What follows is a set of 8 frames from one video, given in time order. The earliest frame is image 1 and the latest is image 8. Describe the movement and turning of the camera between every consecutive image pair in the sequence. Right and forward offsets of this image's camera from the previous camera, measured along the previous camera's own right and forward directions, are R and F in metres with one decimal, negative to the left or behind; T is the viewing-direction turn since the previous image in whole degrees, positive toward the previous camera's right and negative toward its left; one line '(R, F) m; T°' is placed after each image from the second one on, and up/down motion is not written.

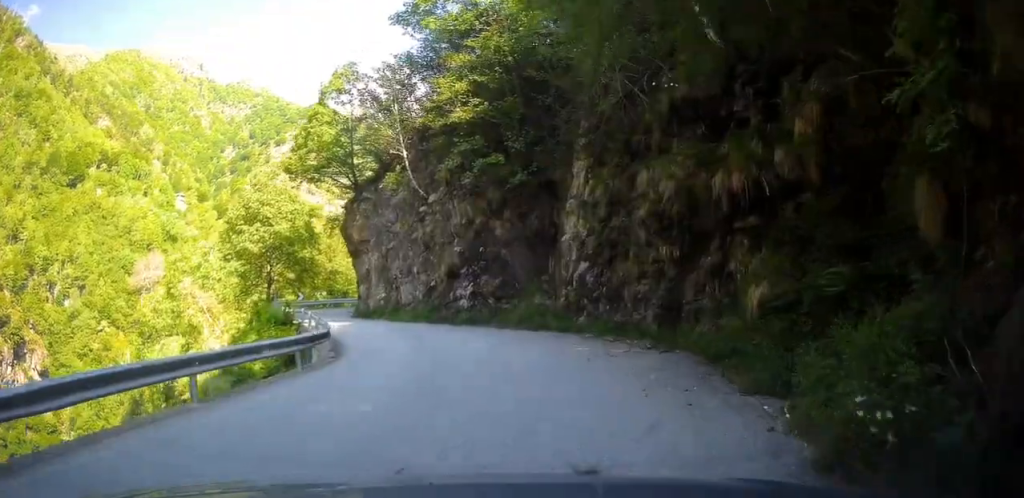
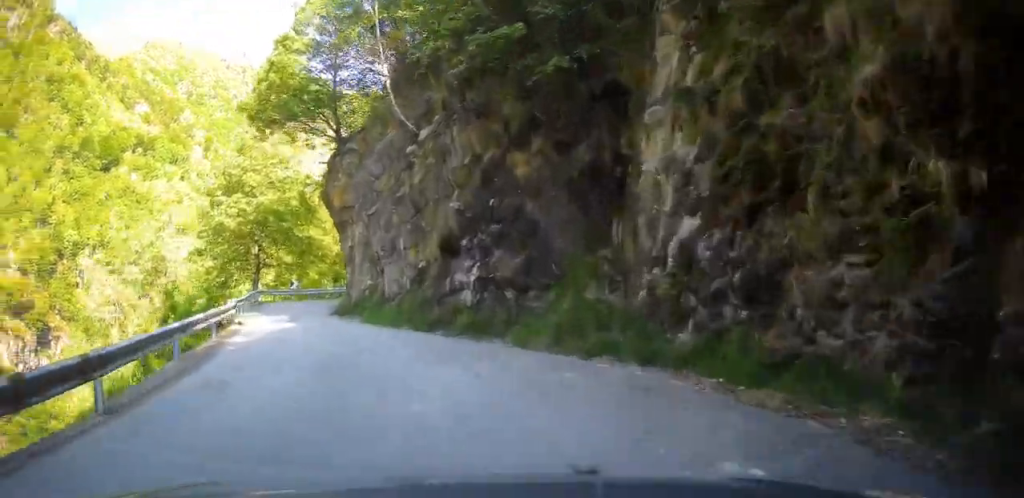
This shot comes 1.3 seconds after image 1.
(+2.1, +7.9) m; +4°
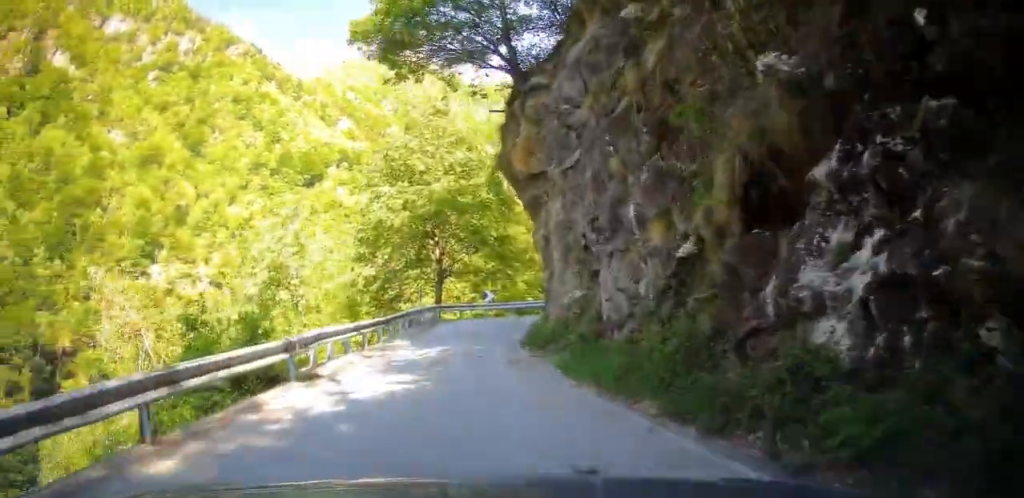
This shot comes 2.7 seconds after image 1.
(-1.6, +7.8) m; -9°
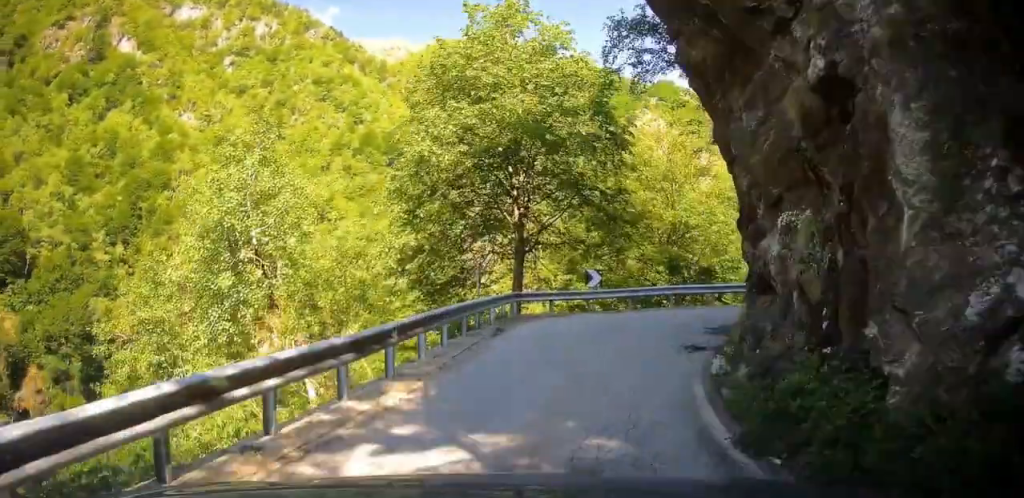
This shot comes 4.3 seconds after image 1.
(-0.8, +9.6) m; +1°
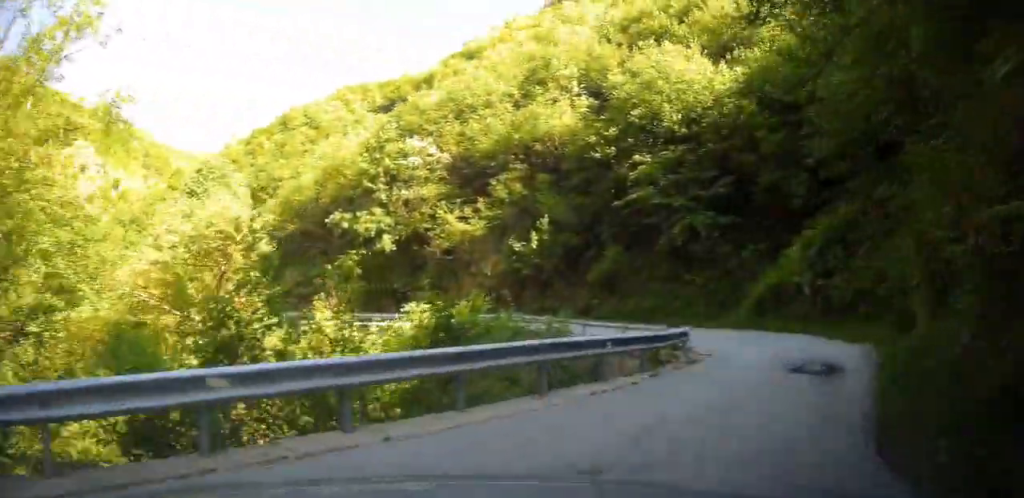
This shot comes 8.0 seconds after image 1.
(+5.7, +18.5) m; +52°
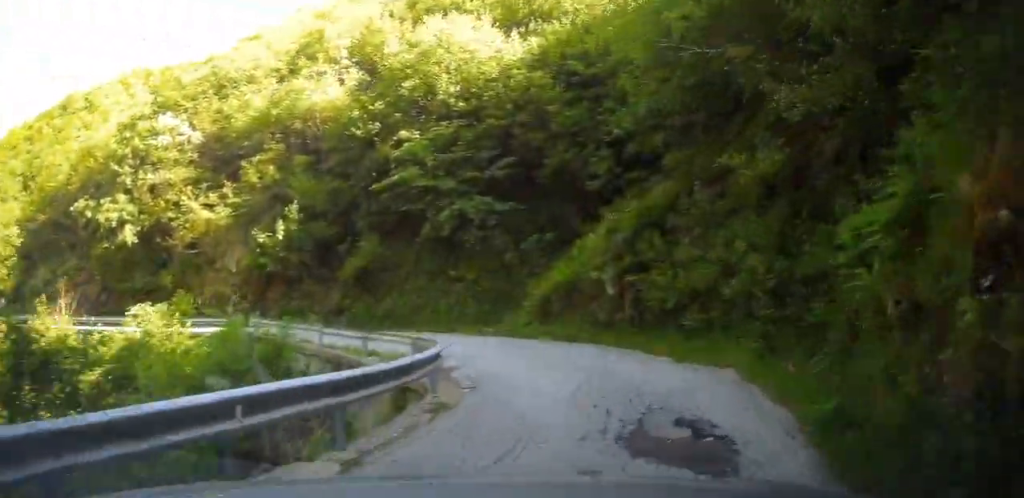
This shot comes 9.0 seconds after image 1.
(-0.3, +5.6) m; +26°
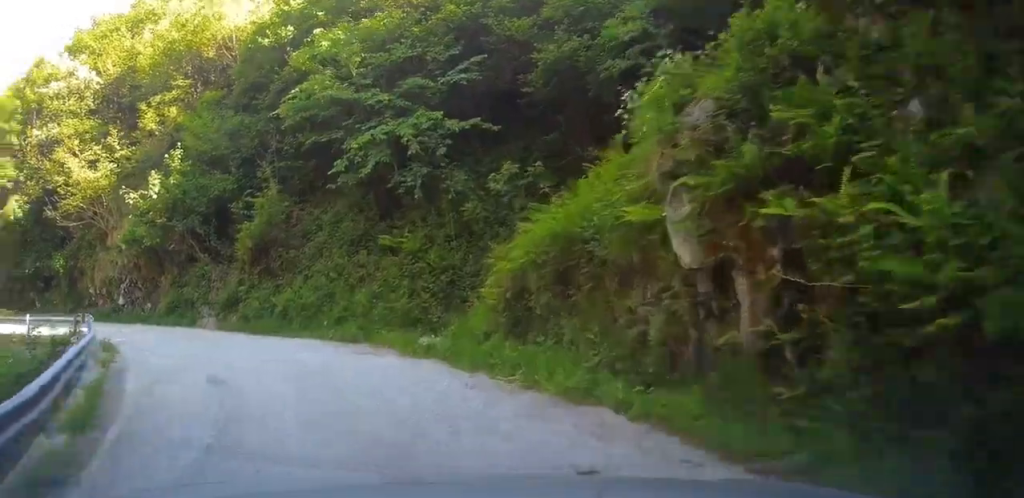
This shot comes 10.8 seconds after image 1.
(+5.1, +8.1) m; -16°
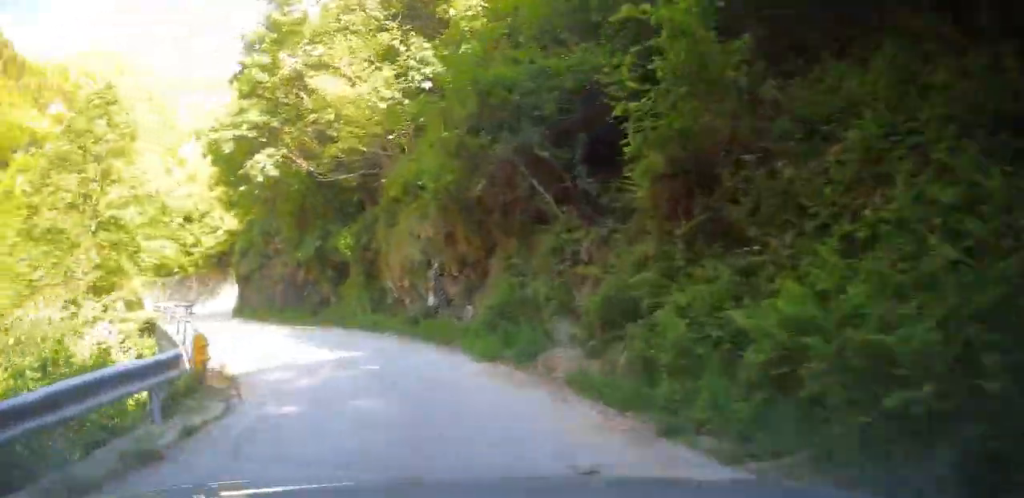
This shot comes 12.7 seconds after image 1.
(-5.9, +7.2) m; -38°
